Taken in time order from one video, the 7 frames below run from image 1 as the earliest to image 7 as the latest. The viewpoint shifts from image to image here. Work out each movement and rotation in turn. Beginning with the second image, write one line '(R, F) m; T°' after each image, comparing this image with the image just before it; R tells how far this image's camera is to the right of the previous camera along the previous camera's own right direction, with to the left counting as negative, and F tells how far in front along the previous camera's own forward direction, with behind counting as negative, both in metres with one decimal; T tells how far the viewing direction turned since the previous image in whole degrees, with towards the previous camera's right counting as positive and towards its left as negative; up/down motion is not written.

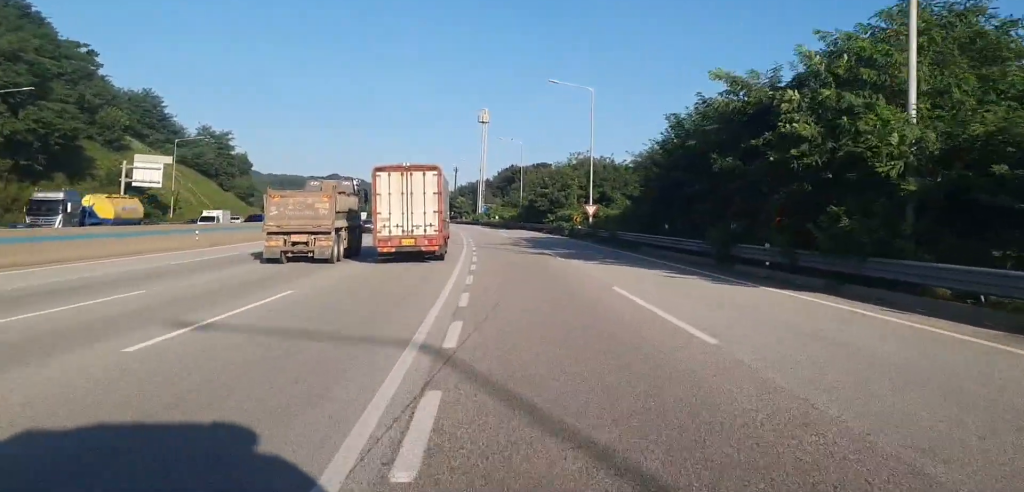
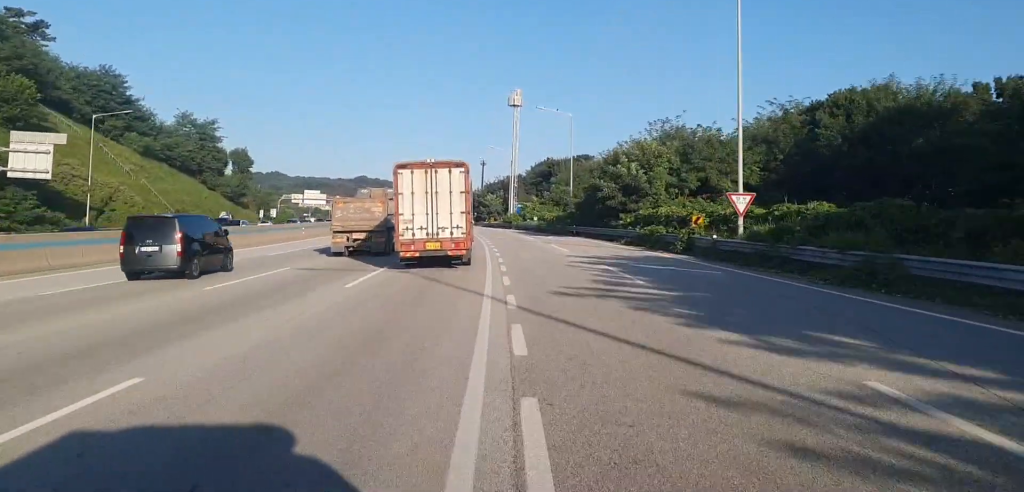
(-0.6, +30.4) m; -2°
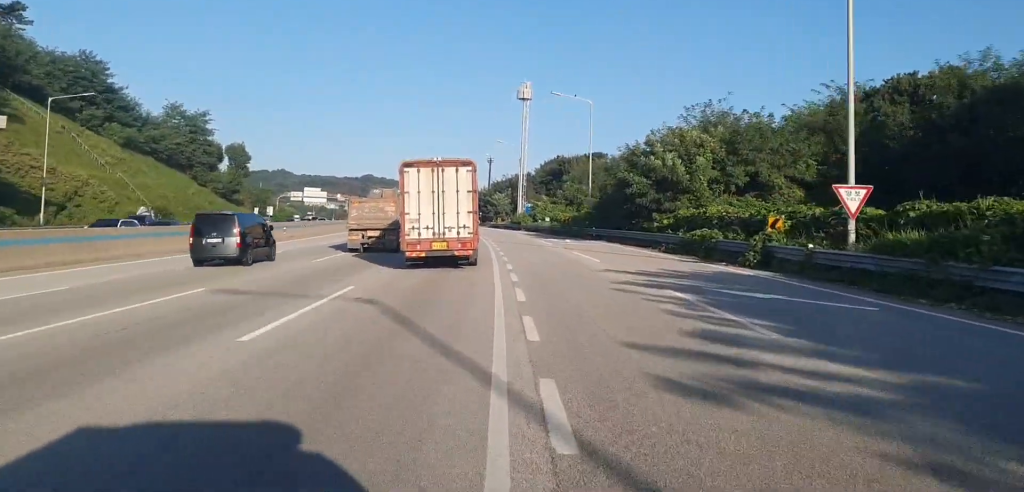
(+0.1, +9.0) m; -1°
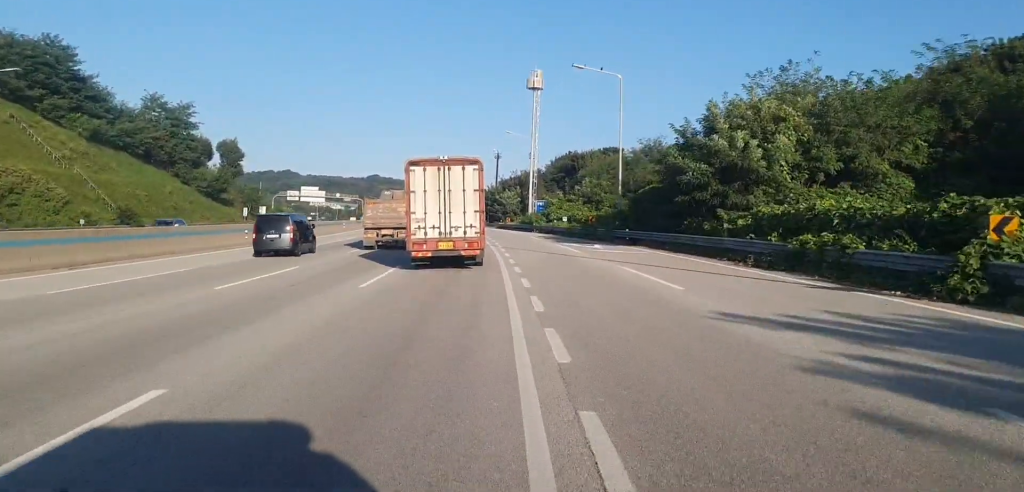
(-0.2, +11.9) m; -1°
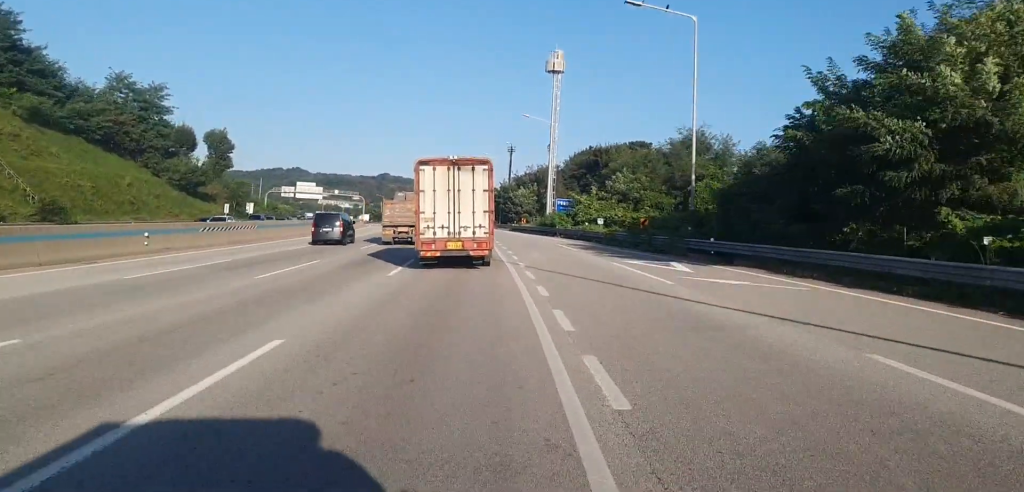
(-0.3, +17.1) m; -1°
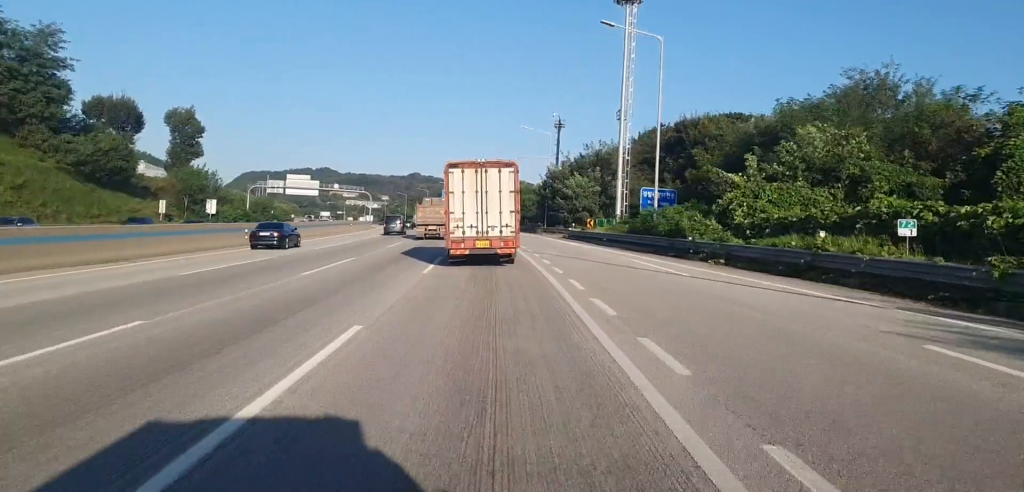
(-0.5, +39.3) m; -1°
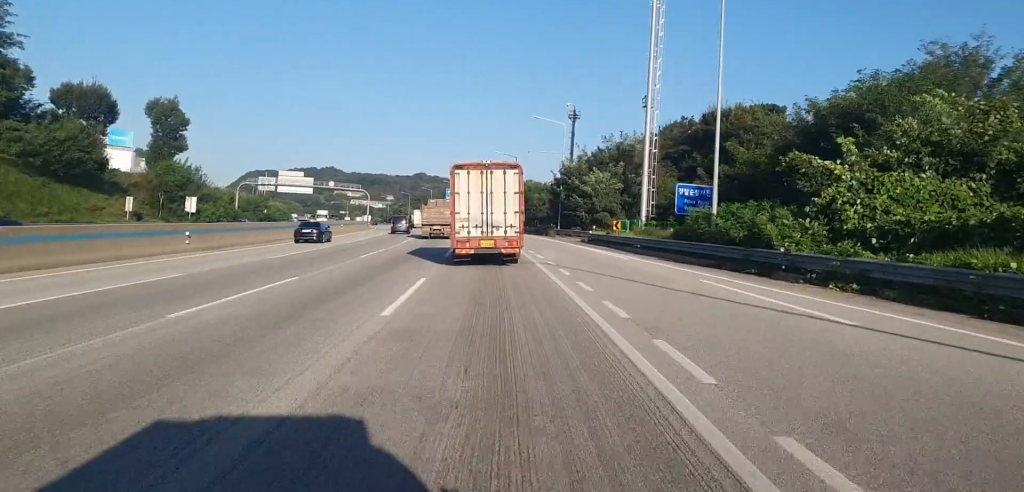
(0.0, +10.3) m; 0°
